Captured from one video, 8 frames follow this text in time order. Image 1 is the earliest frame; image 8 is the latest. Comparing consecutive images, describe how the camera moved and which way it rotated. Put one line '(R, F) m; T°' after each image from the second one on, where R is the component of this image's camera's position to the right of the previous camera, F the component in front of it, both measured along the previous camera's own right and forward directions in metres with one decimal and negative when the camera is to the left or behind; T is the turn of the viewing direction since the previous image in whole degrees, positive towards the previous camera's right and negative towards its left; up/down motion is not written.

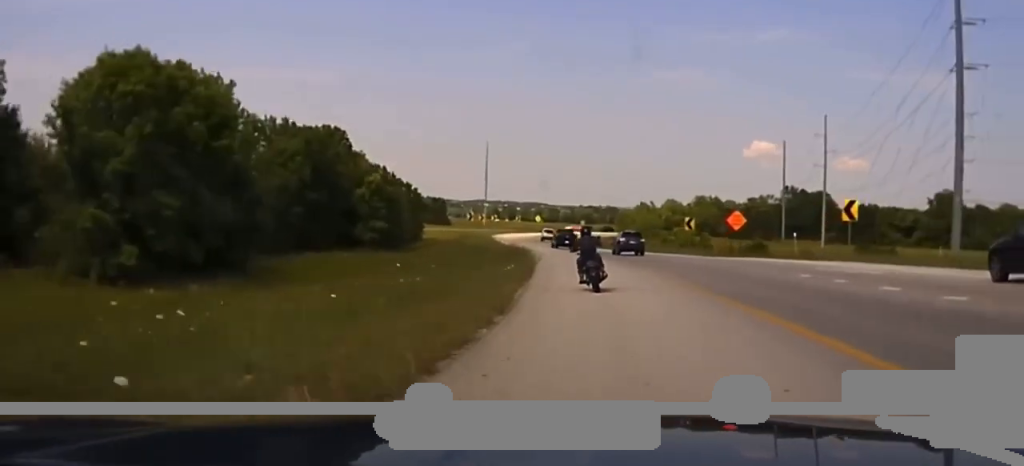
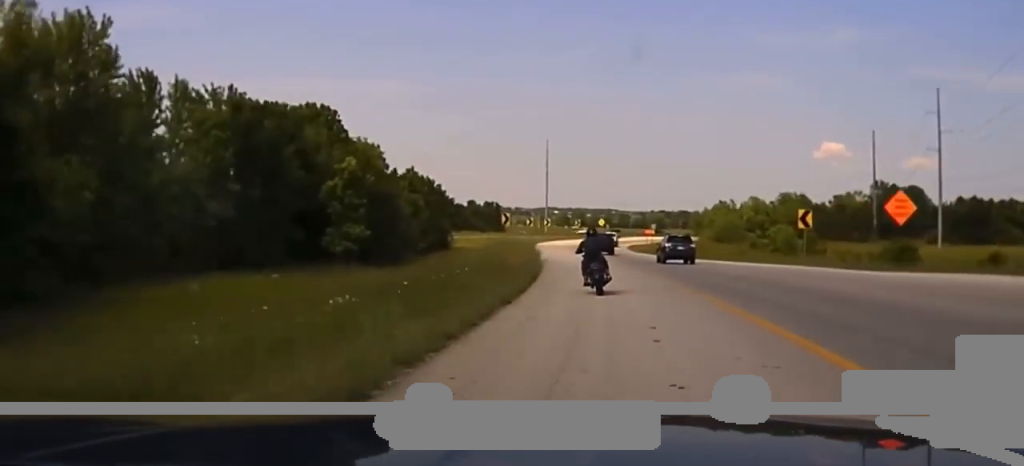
(-1.0, +32.3) m; -3°
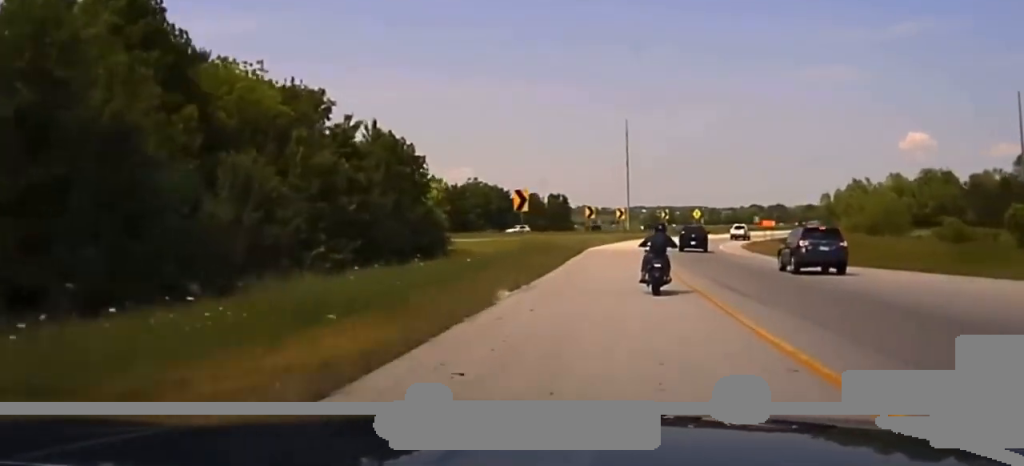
(-2.2, +52.9) m; -4°
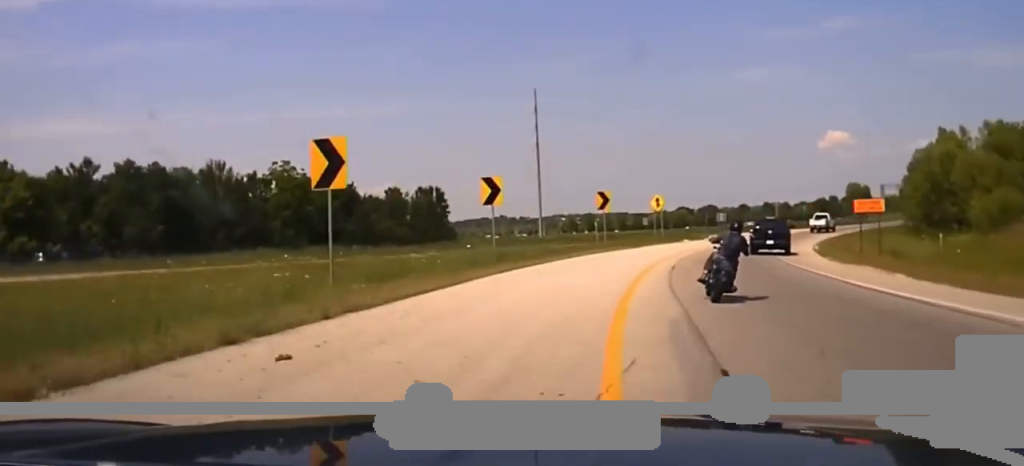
(+0.3, +63.9) m; +5°
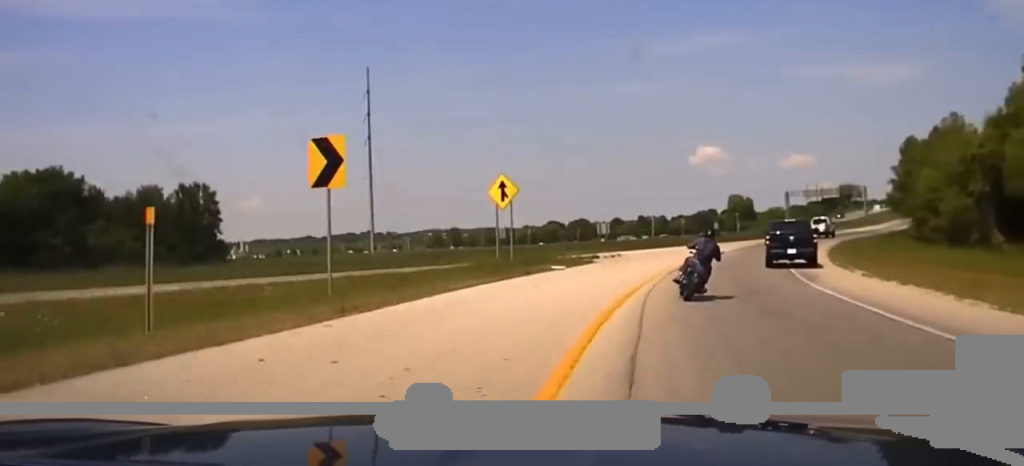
(+2.0, +33.1) m; +8°
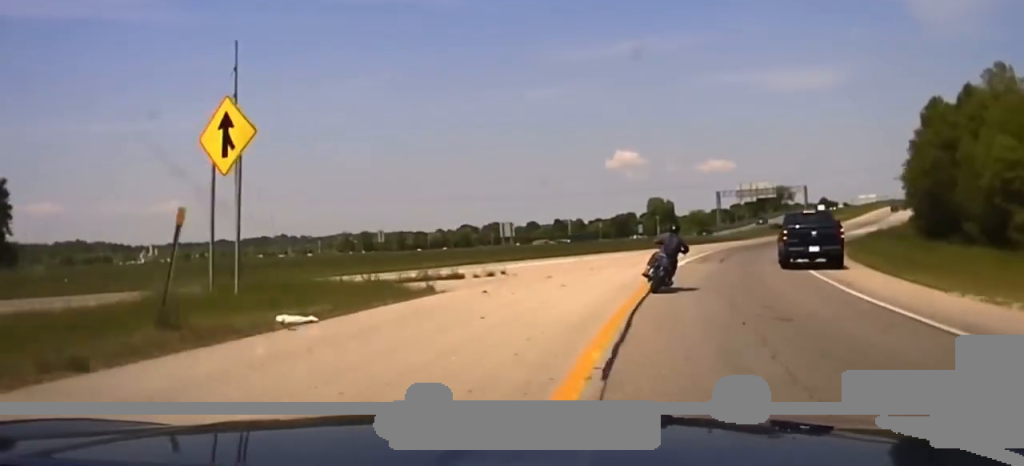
(+1.1, +18.6) m; +5°
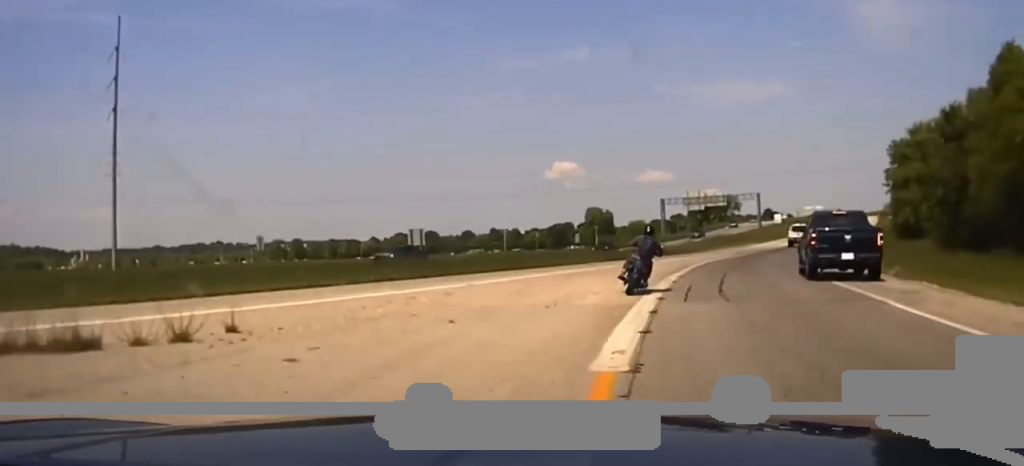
(+0.3, +14.6) m; +4°
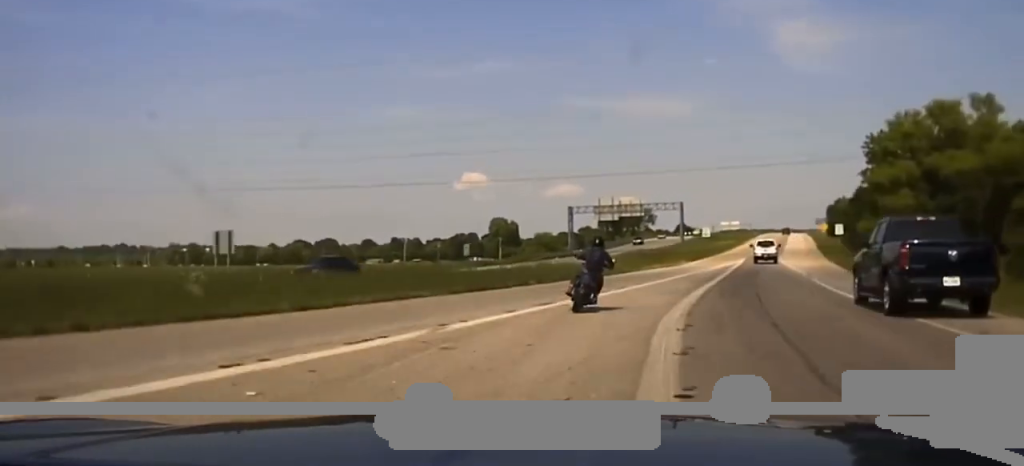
(+0.9, +22.3) m; +6°
